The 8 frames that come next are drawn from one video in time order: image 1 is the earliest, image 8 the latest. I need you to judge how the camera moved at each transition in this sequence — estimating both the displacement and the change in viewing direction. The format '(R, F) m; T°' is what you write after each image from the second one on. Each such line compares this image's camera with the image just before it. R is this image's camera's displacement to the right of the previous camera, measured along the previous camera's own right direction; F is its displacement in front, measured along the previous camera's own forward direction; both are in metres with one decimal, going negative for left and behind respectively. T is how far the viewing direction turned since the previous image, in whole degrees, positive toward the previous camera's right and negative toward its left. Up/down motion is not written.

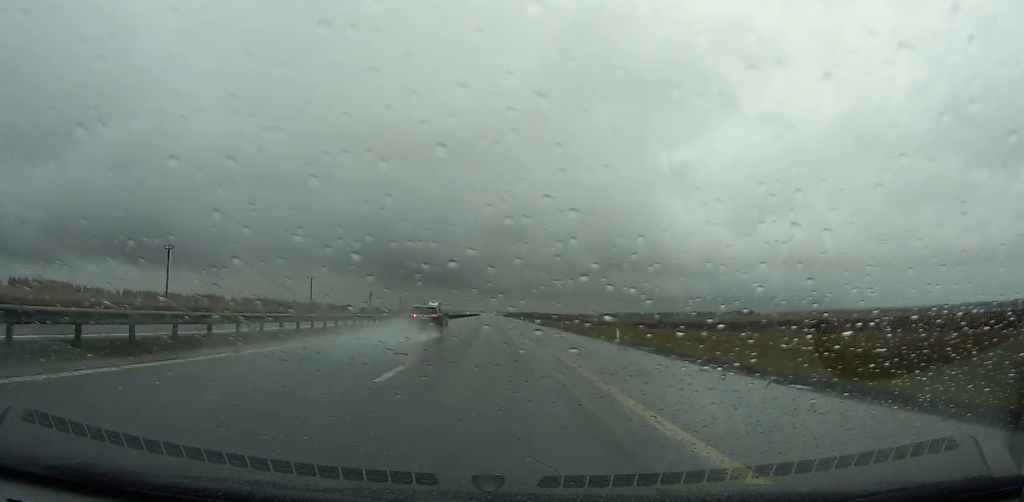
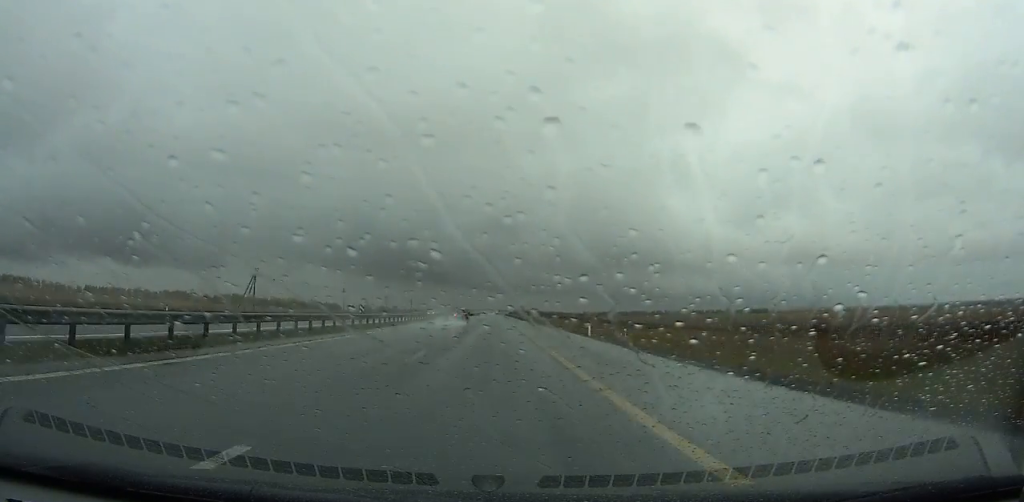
(-0.2, +91.3) m; 0°
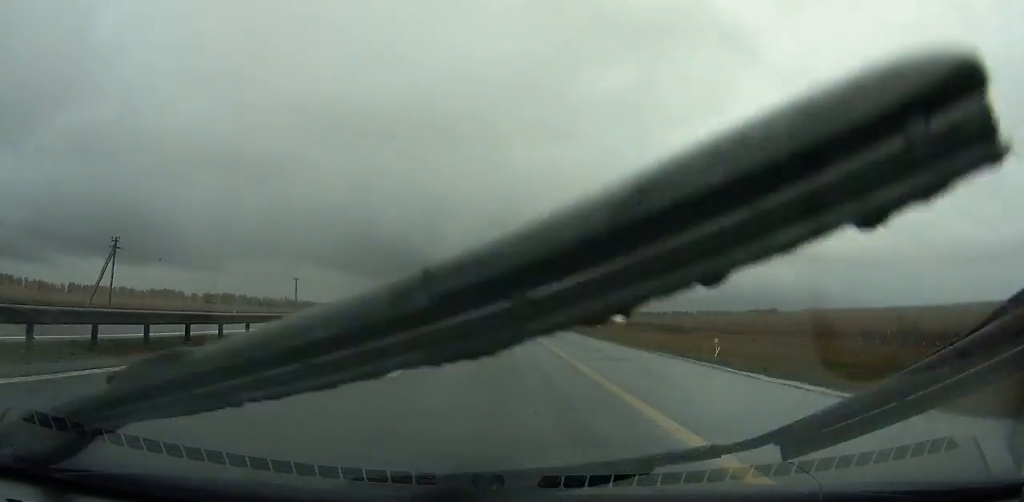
(0.0, +39.9) m; 0°
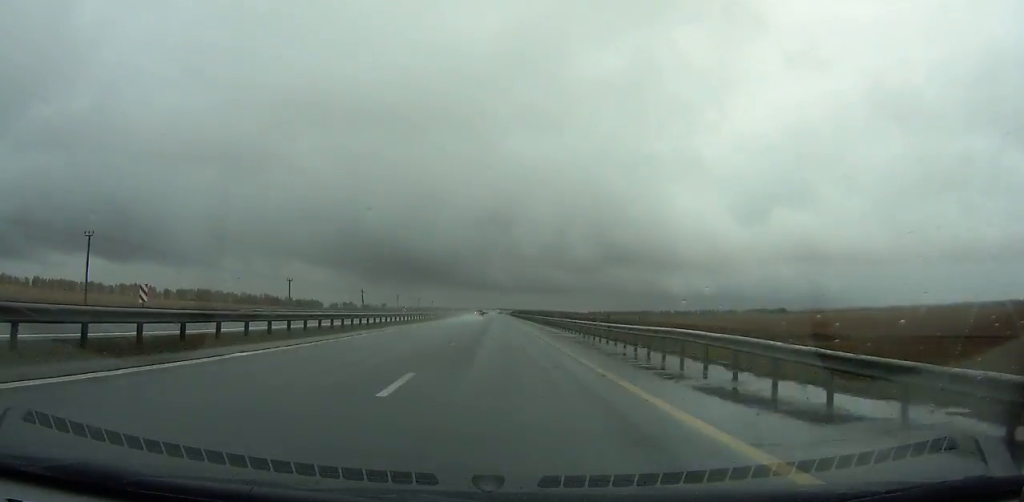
(0.0, +62.9) m; 0°
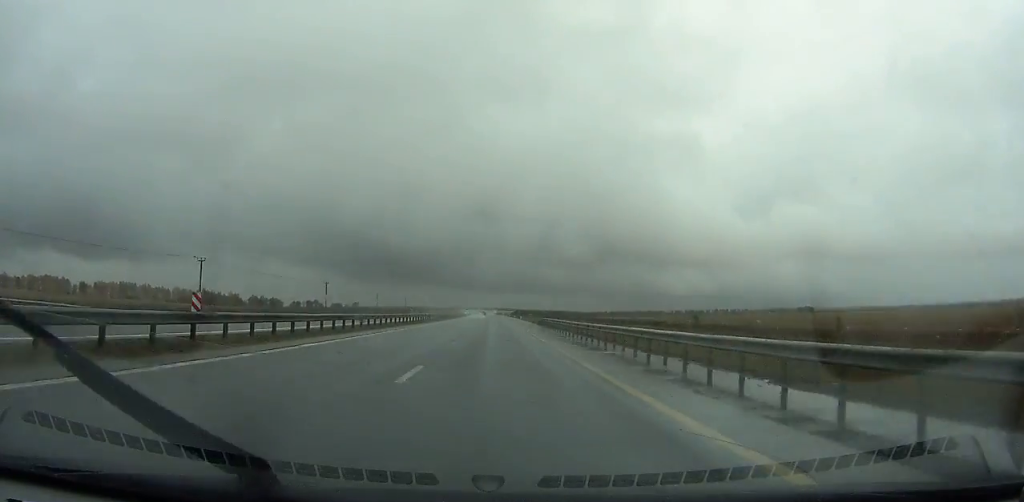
(-0.1, +155.8) m; 0°
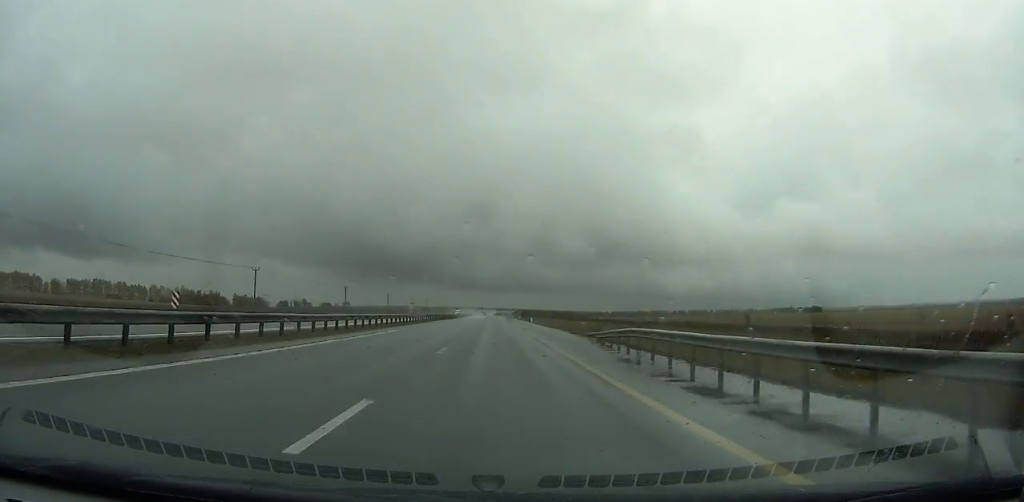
(0.0, +40.9) m; 0°
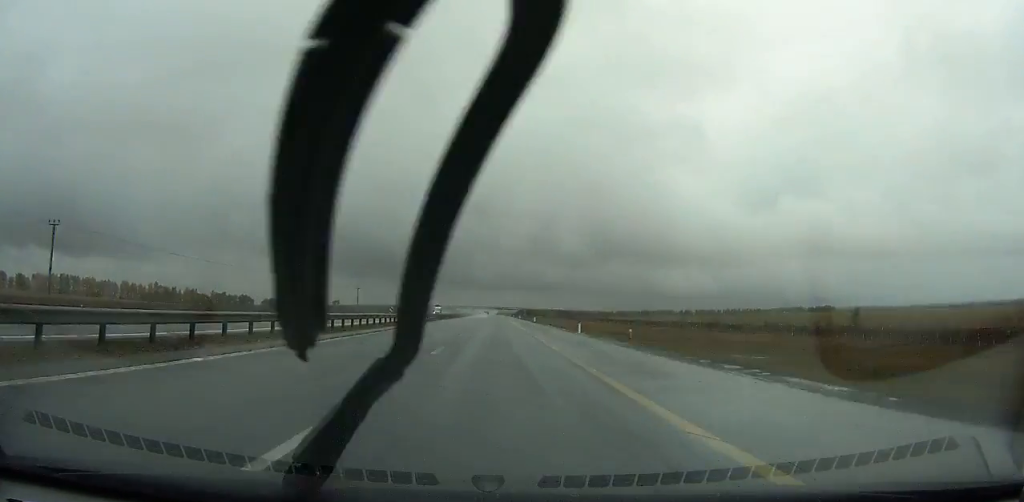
(0.0, +46.9) m; 0°
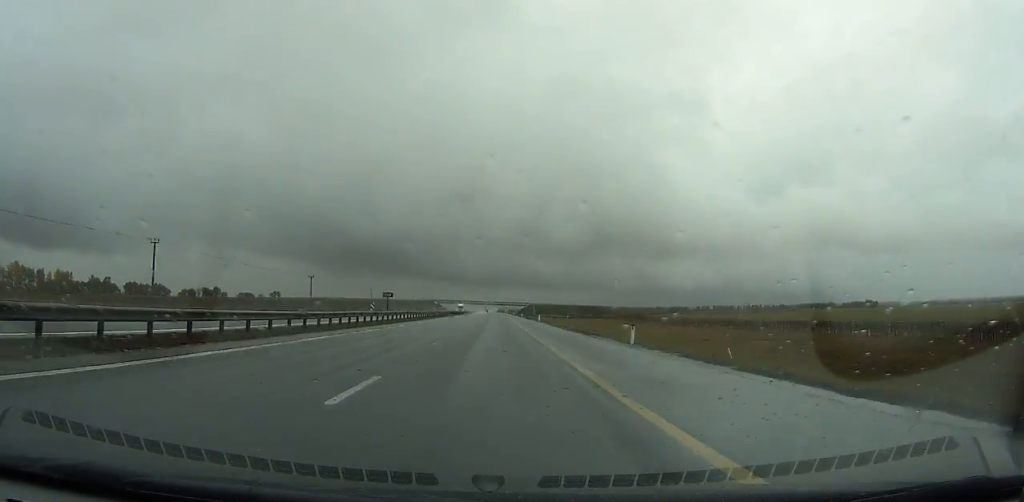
(+0.4, +163.9) m; 0°
